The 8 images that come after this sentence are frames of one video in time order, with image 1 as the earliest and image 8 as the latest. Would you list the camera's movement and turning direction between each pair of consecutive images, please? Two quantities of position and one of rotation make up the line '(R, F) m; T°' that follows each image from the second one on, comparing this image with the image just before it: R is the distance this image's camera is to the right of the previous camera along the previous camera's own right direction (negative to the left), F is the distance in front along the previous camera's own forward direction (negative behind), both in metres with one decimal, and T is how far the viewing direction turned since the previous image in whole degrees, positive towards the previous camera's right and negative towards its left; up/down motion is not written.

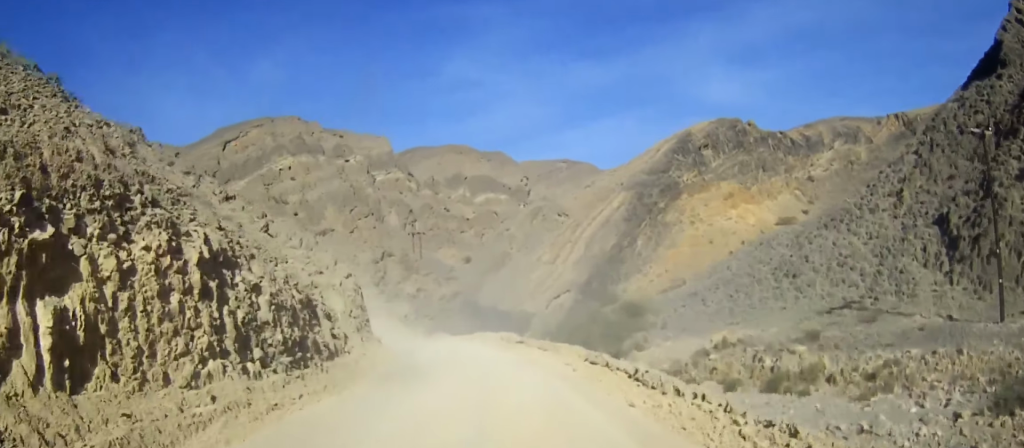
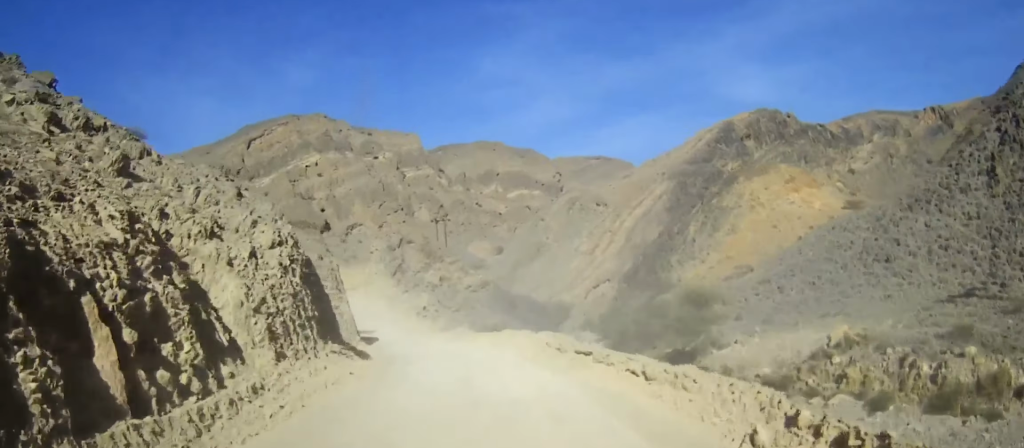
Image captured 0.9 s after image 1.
(-0.5, +12.6) m; -4°
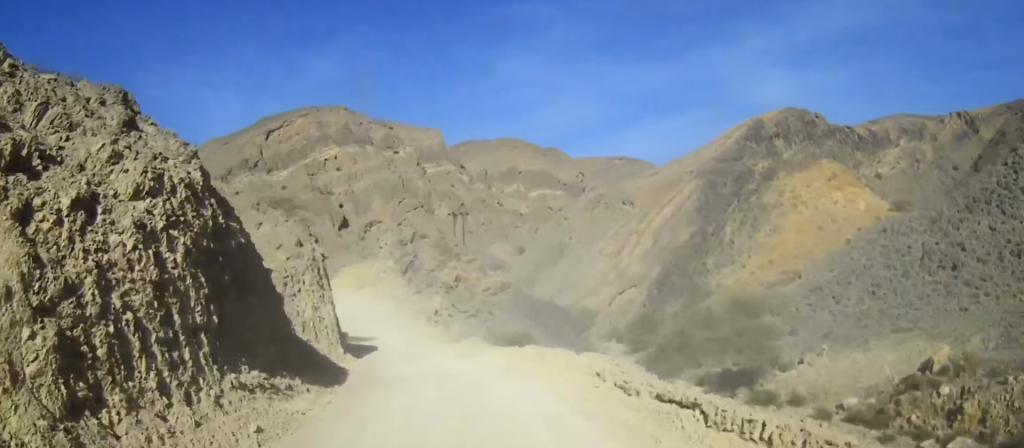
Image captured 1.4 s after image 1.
(0.0, +8.5) m; -3°
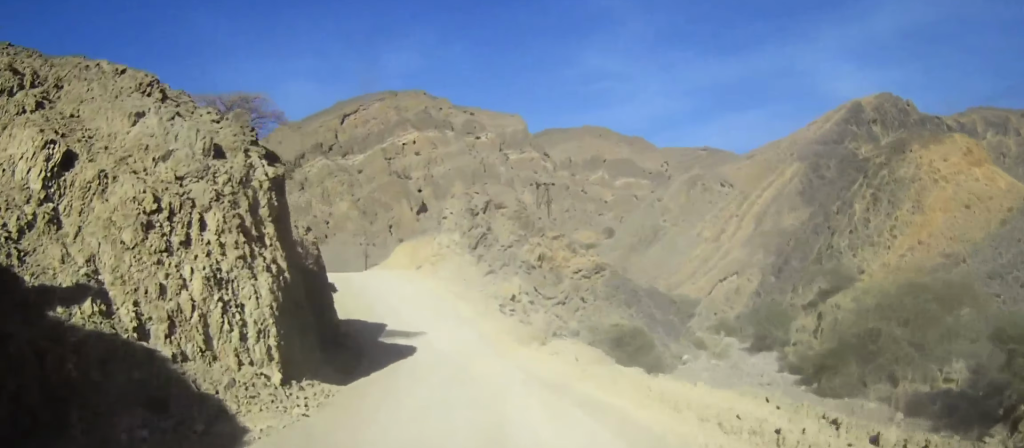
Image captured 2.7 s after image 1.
(-1.2, +19.1) m; -6°
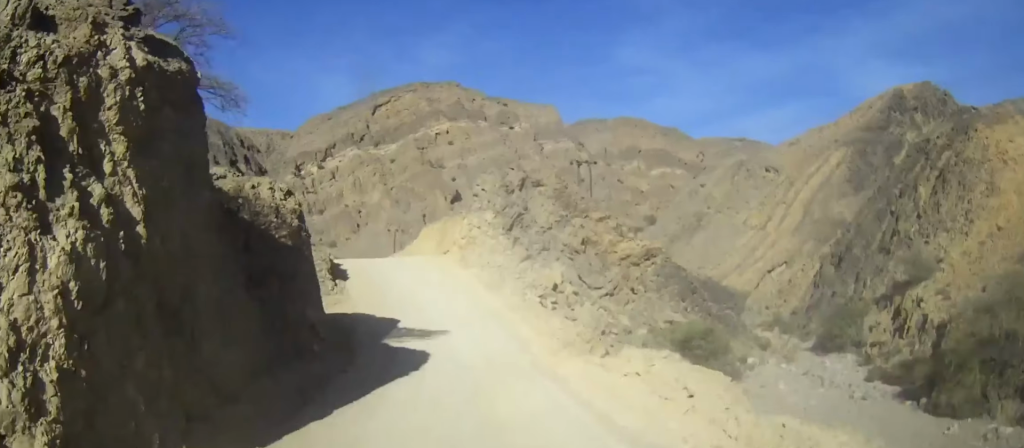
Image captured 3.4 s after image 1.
(-0.3, +9.2) m; -3°
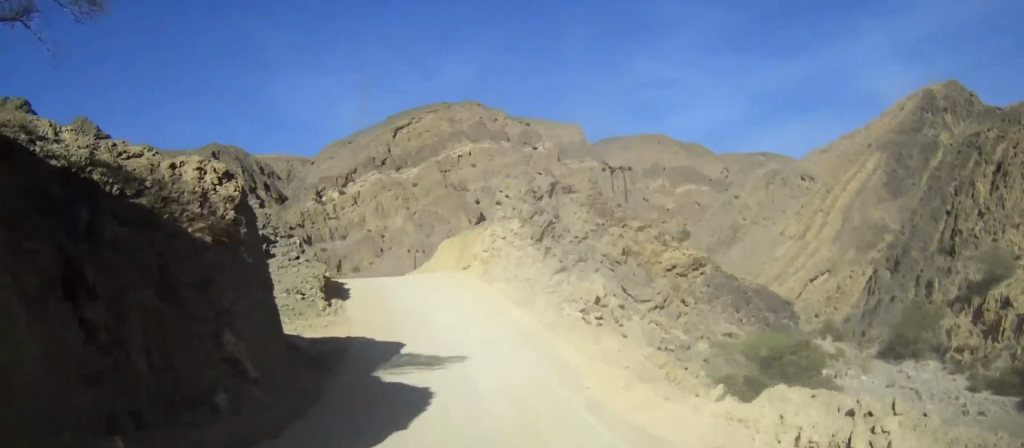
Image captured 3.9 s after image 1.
(-0.2, +7.5) m; -2°
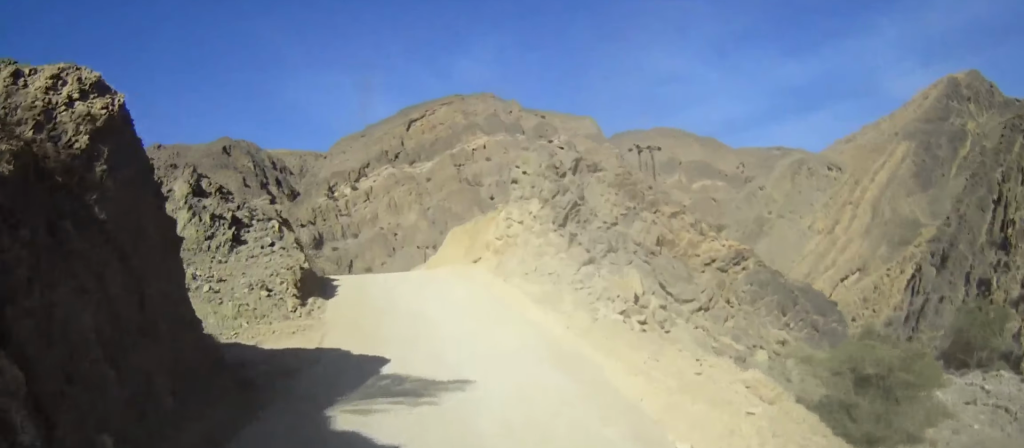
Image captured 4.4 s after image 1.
(0.0, +6.2) m; -2°
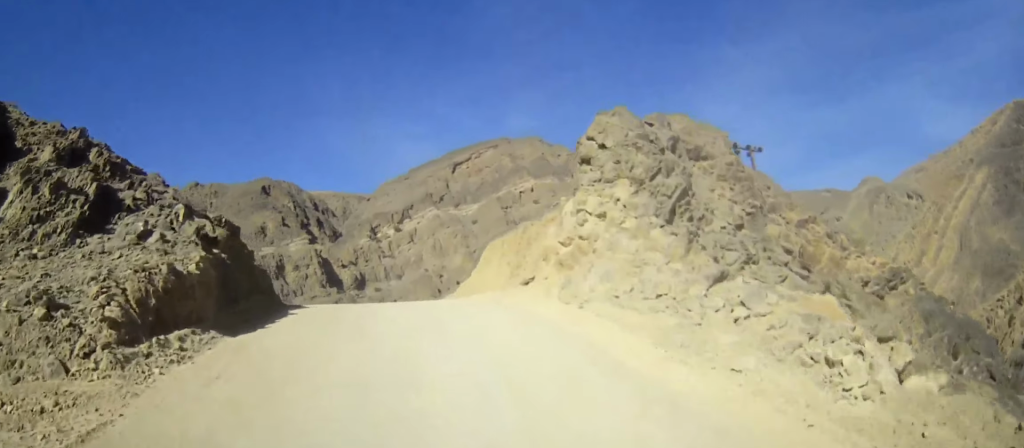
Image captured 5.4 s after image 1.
(-0.4, +13.4) m; -4°
